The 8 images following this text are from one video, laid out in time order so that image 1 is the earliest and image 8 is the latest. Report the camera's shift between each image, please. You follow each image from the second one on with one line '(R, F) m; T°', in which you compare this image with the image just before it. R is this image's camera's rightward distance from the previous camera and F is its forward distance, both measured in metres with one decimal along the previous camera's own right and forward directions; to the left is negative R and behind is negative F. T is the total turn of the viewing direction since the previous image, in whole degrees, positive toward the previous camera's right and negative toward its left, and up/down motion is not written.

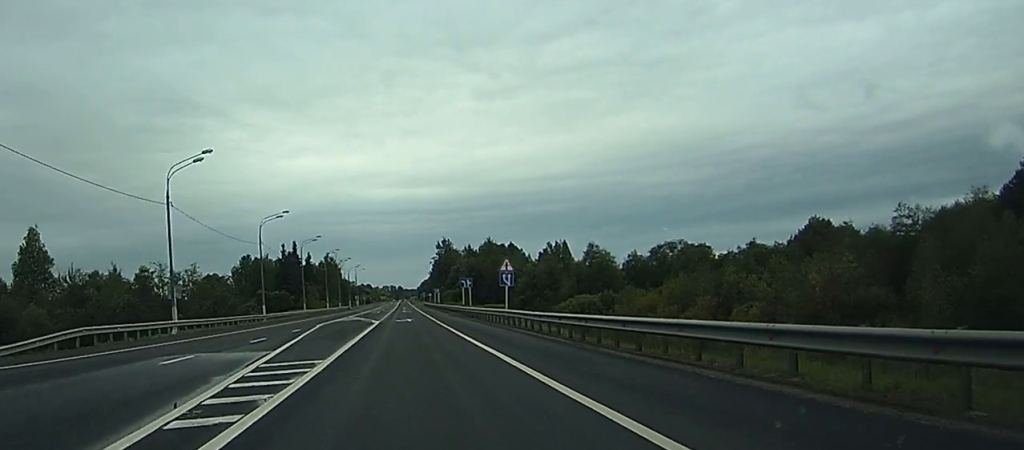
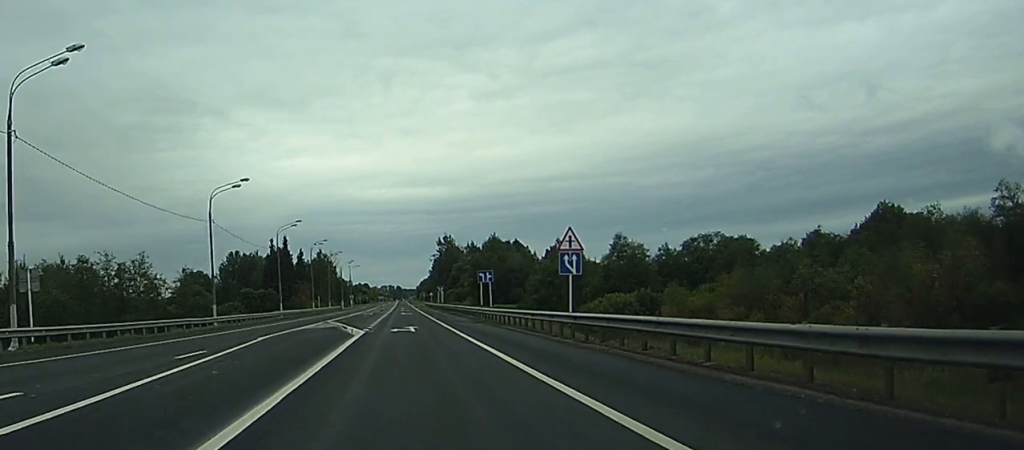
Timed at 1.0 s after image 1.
(0.0, +22.2) m; 0°
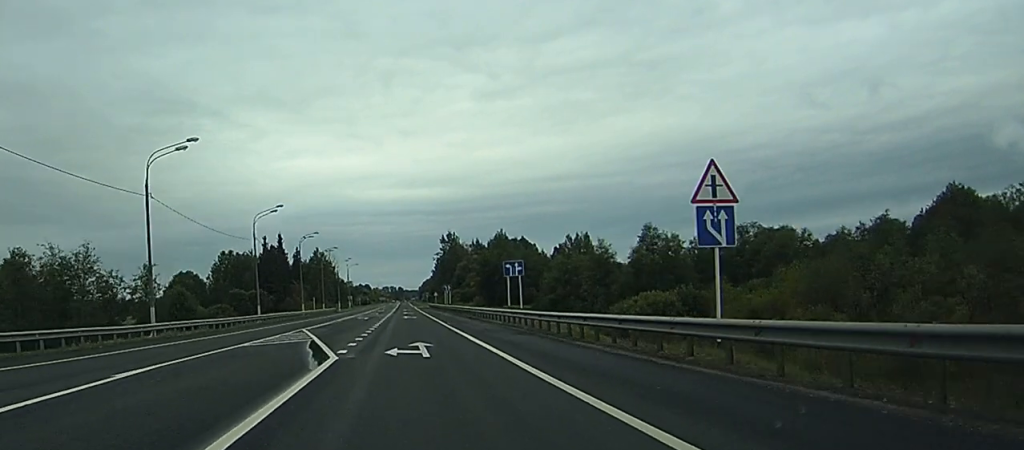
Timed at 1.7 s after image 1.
(0.0, +16.5) m; 0°
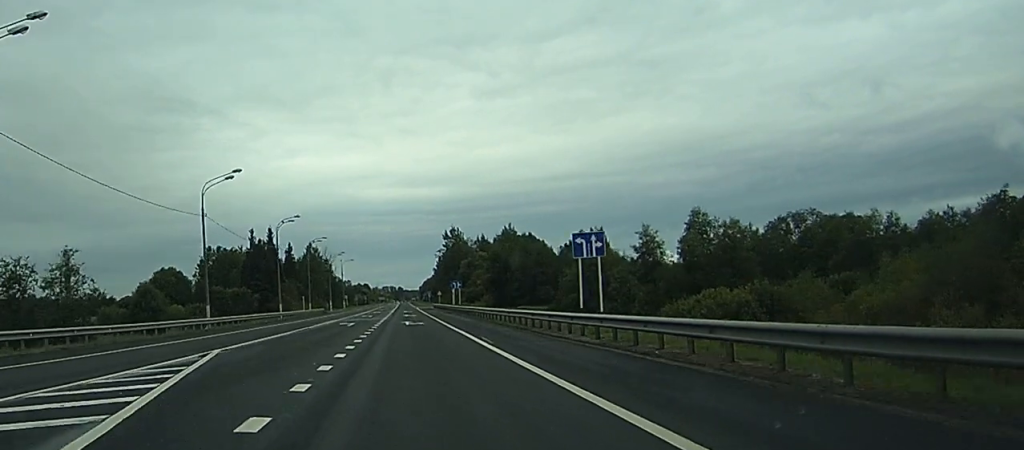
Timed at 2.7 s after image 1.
(-0.1, +21.4) m; 0°
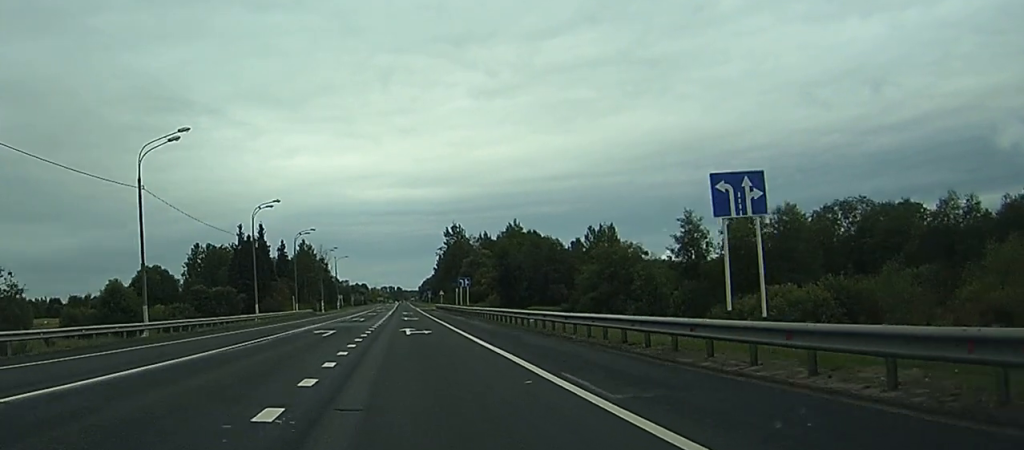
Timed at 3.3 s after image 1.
(0.0, +14.7) m; 0°
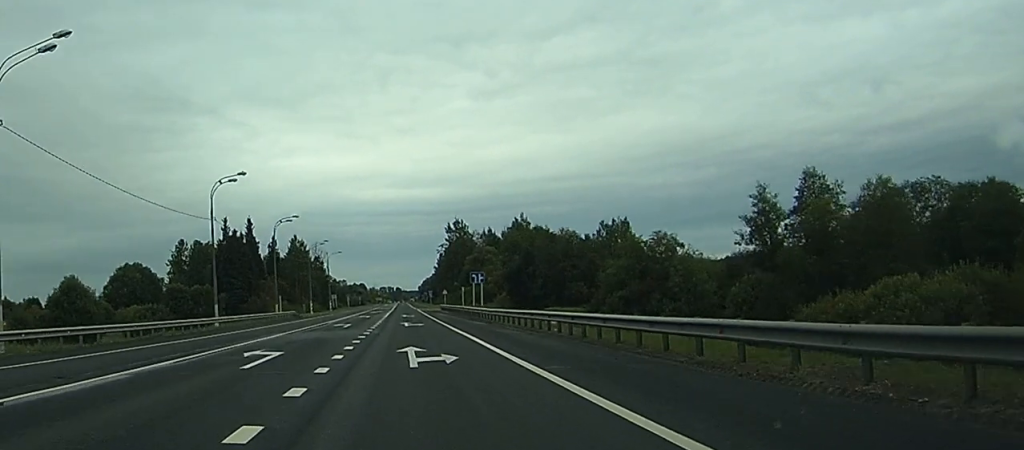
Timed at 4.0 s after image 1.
(0.0, +17.1) m; 0°
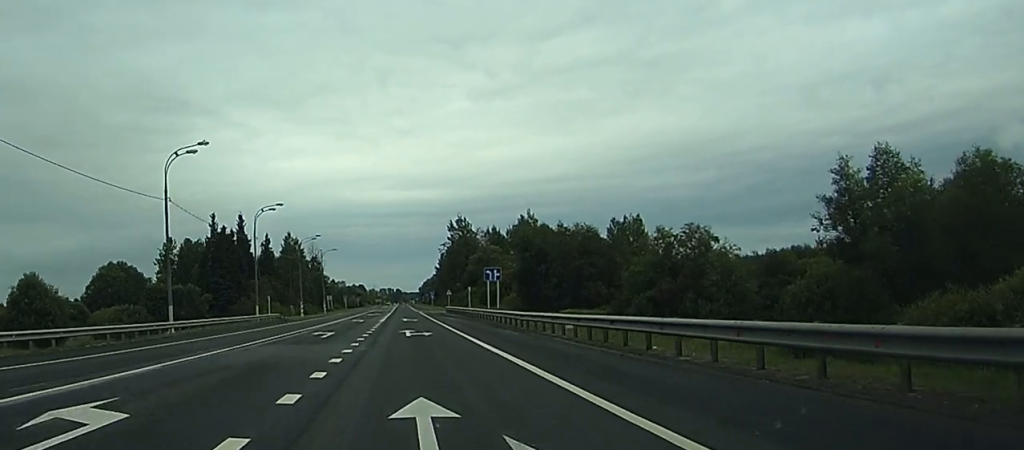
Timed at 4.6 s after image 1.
(0.0, +12.6) m; 0°
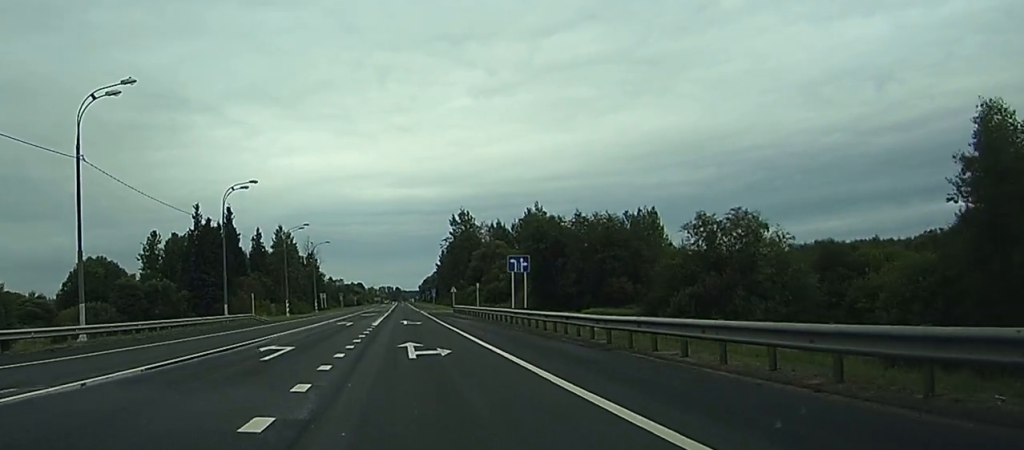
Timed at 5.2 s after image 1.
(0.0, +14.3) m; 0°
